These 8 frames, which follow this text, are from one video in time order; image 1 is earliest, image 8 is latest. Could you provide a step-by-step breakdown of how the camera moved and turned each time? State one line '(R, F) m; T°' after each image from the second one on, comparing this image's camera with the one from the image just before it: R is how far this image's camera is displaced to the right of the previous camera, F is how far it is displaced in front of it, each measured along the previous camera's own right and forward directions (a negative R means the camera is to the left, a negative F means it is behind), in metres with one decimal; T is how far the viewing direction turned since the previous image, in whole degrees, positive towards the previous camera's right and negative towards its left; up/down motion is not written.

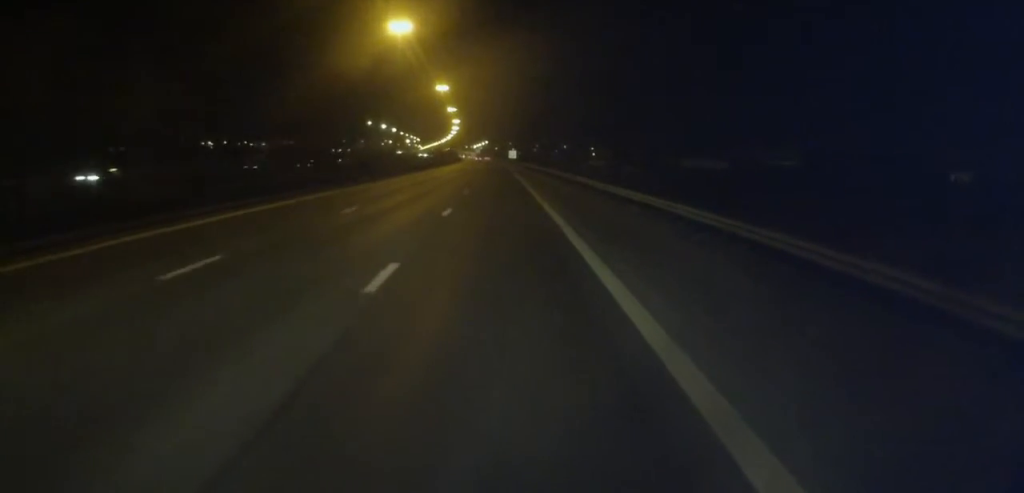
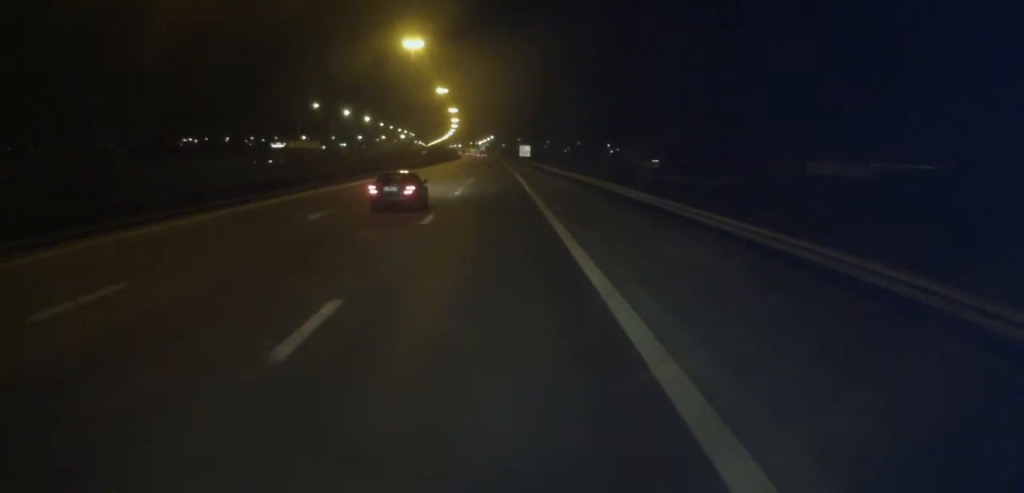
(-0.4, +64.8) m; +1°
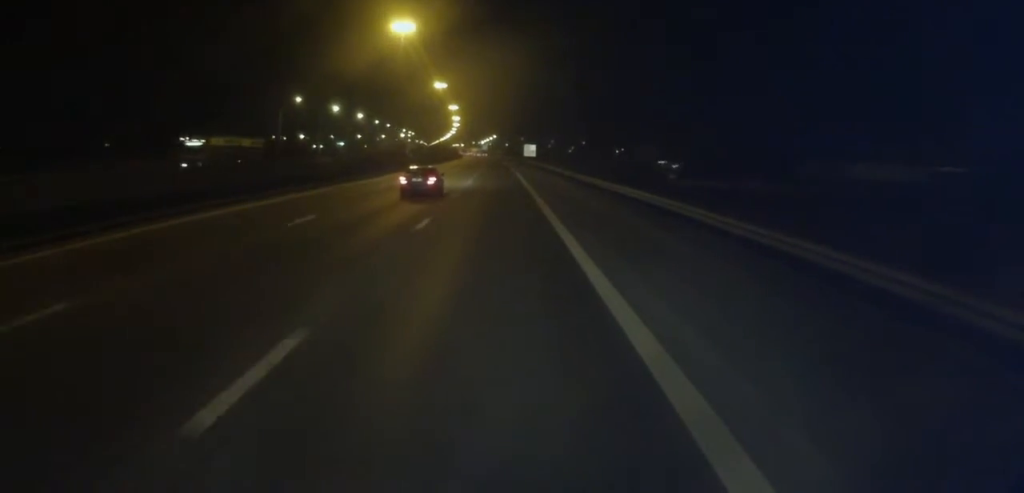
(+0.4, +14.0) m; 0°
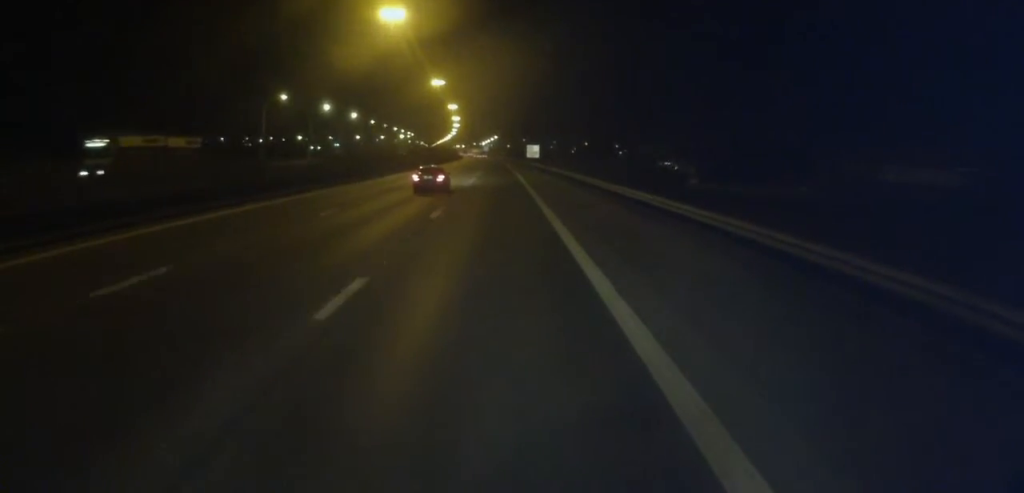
(-0.2, +9.4) m; 0°
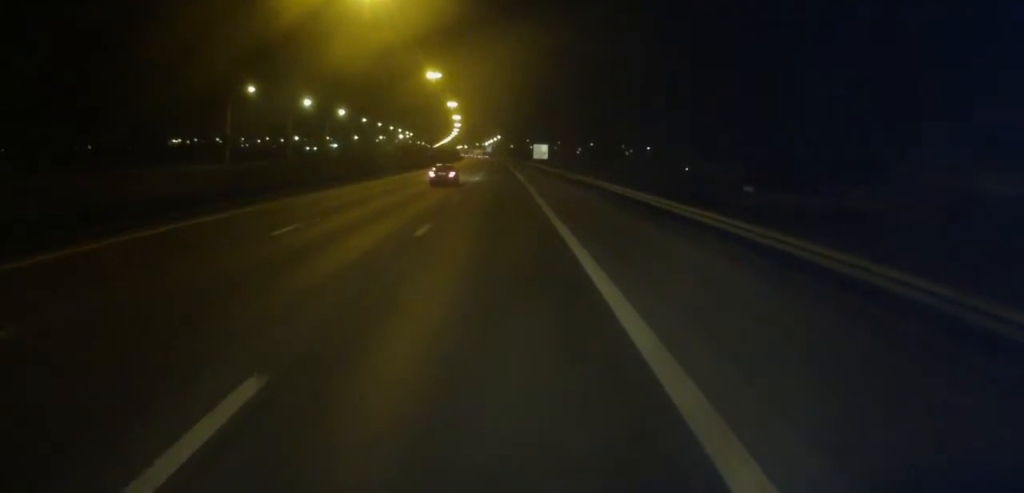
(-0.3, +17.2) m; -1°
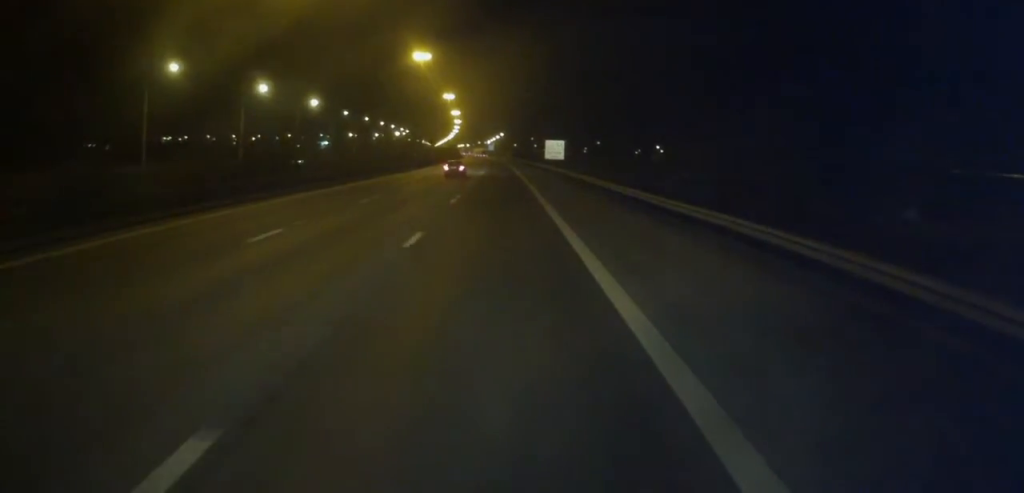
(+0.1, +26.7) m; 0°
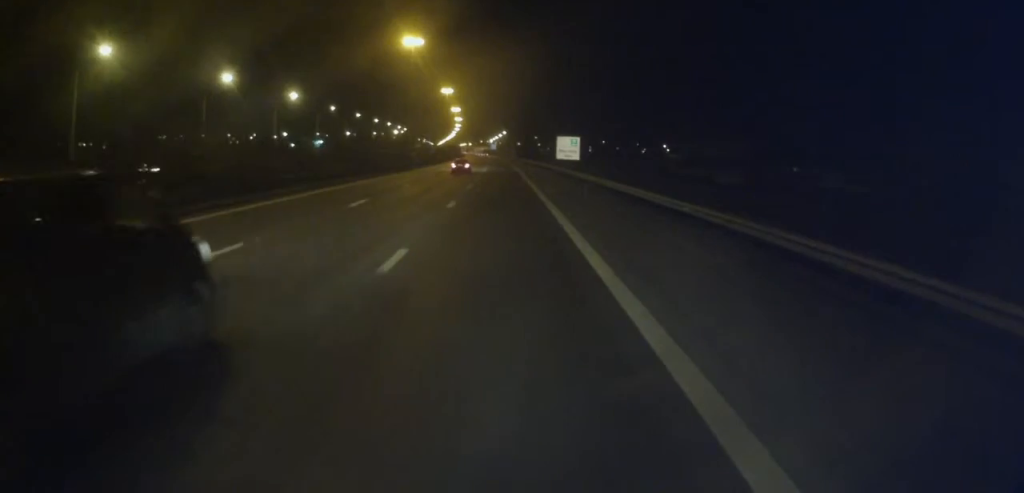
(0.0, +15.8) m; -1°
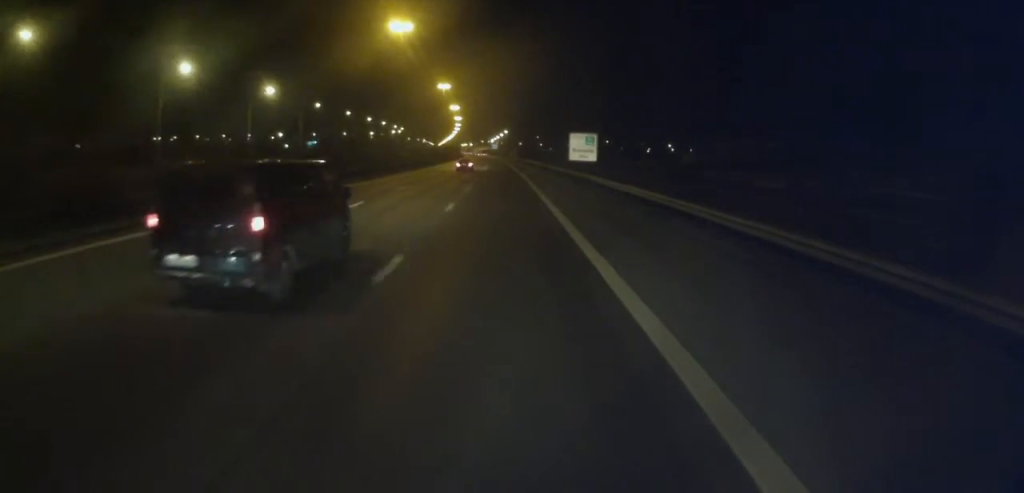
(-0.2, +13.5) m; 0°
